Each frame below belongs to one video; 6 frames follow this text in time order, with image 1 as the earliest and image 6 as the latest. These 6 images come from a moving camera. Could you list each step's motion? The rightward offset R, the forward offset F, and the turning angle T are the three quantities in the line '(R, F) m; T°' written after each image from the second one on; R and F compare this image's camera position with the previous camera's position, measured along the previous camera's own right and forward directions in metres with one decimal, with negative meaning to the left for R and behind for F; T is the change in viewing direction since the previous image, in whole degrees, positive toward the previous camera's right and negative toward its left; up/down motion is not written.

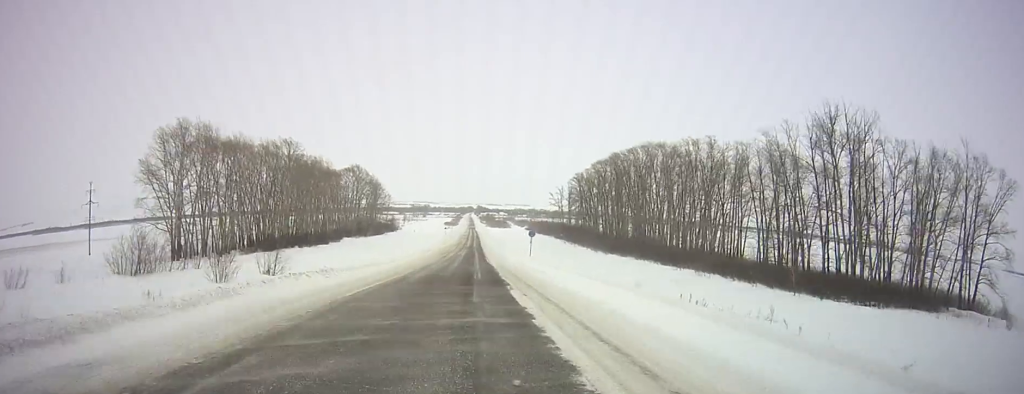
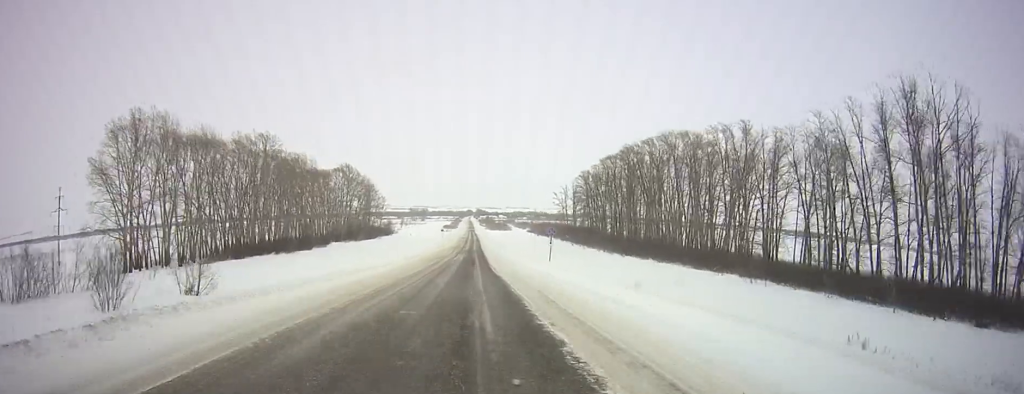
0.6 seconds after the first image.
(0.0, +16.0) m; 0°
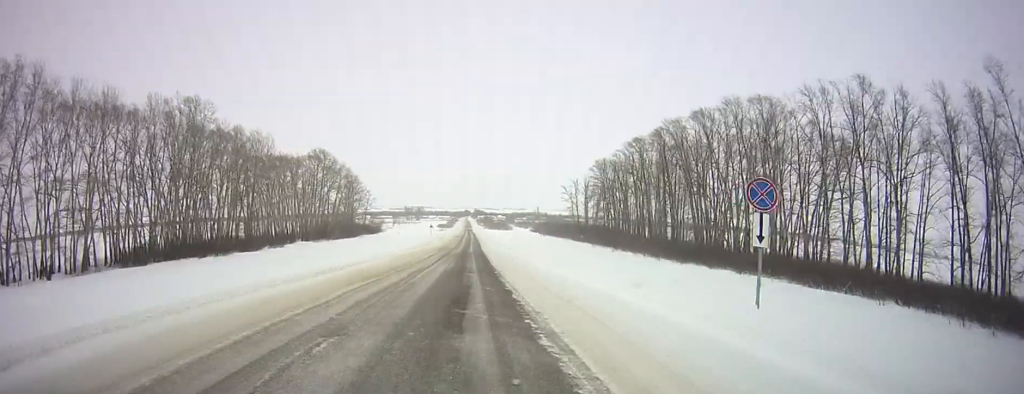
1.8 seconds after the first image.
(0.0, +33.9) m; 0°
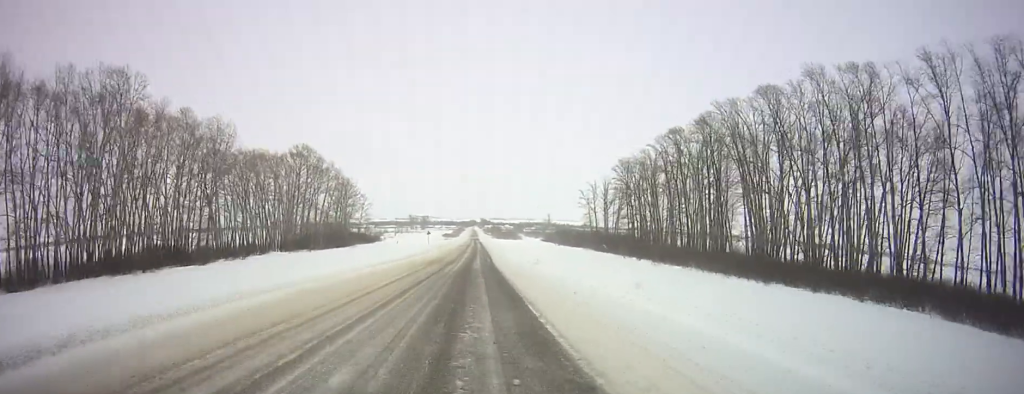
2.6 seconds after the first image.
(0.0, +24.5) m; 0°
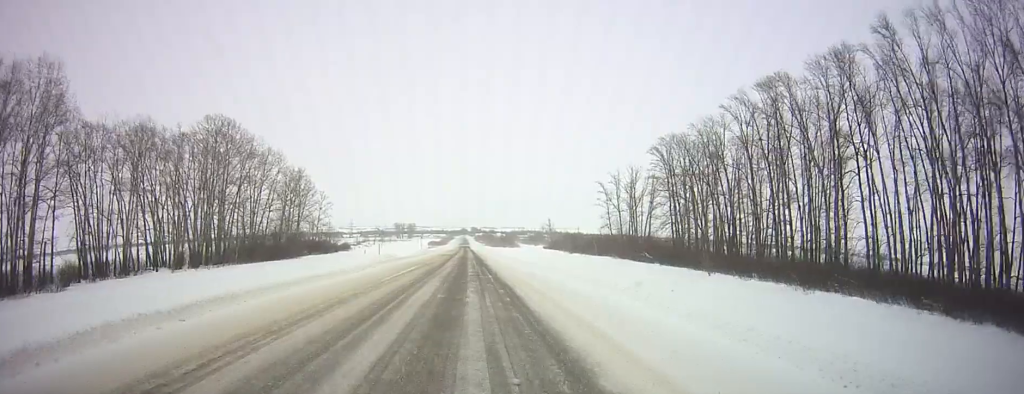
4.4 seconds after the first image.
(-0.1, +48.9) m; 0°
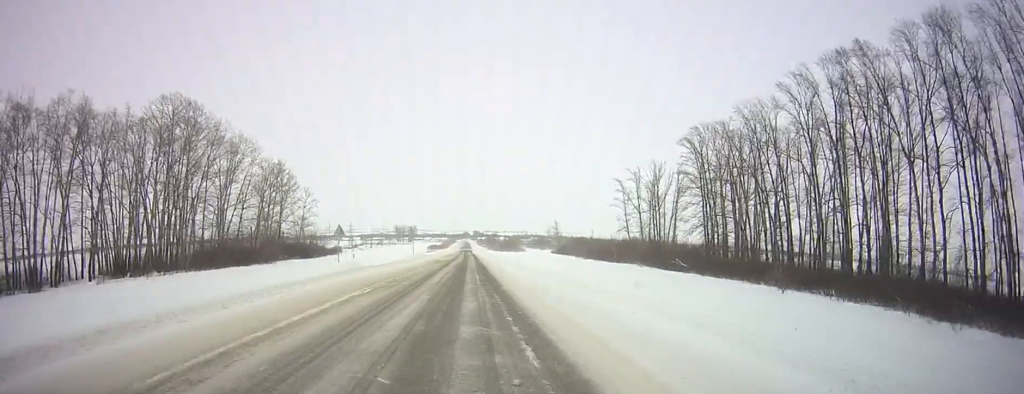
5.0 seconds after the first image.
(-0.1, +18.7) m; 0°
